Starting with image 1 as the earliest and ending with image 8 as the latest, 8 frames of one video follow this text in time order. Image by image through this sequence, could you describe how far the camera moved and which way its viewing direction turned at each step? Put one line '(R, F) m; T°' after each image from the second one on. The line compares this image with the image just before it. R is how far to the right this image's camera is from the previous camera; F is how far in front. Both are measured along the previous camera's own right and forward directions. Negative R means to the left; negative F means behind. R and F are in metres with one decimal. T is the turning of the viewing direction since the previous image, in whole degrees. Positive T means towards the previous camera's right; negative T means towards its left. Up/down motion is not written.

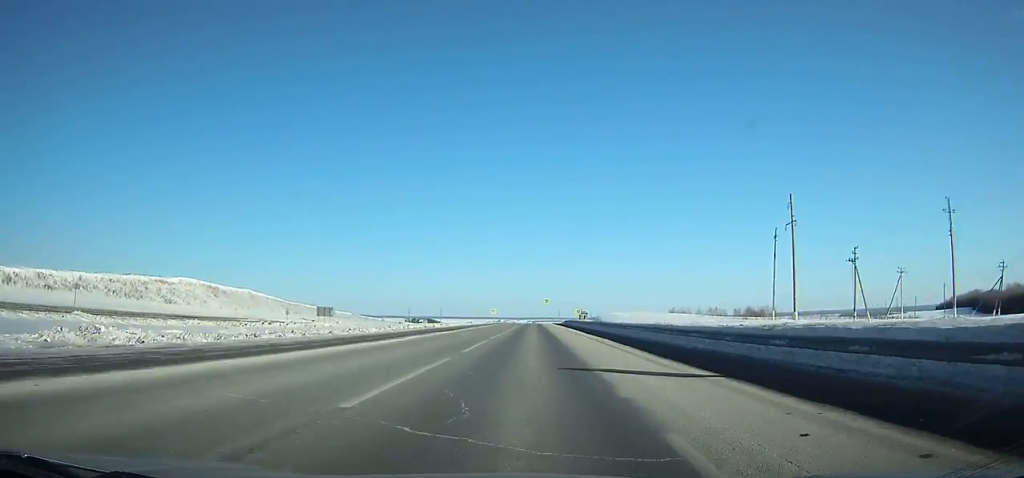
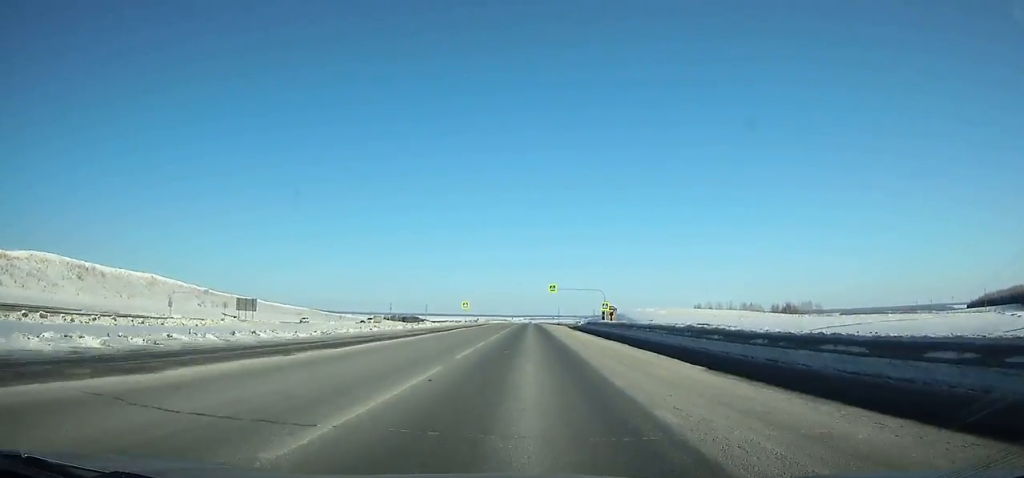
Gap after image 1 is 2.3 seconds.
(0.0, +62.9) m; 0°
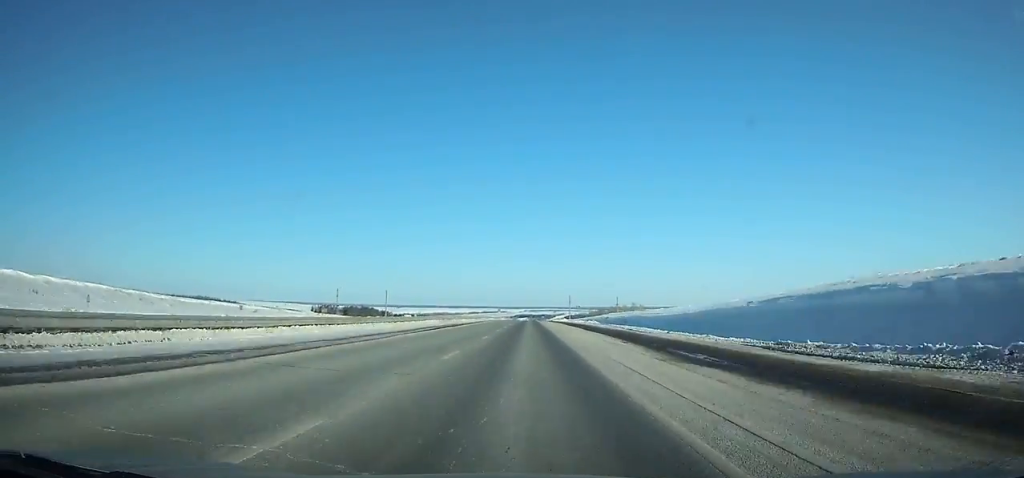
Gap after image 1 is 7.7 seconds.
(-0.2, +150.0) m; 0°
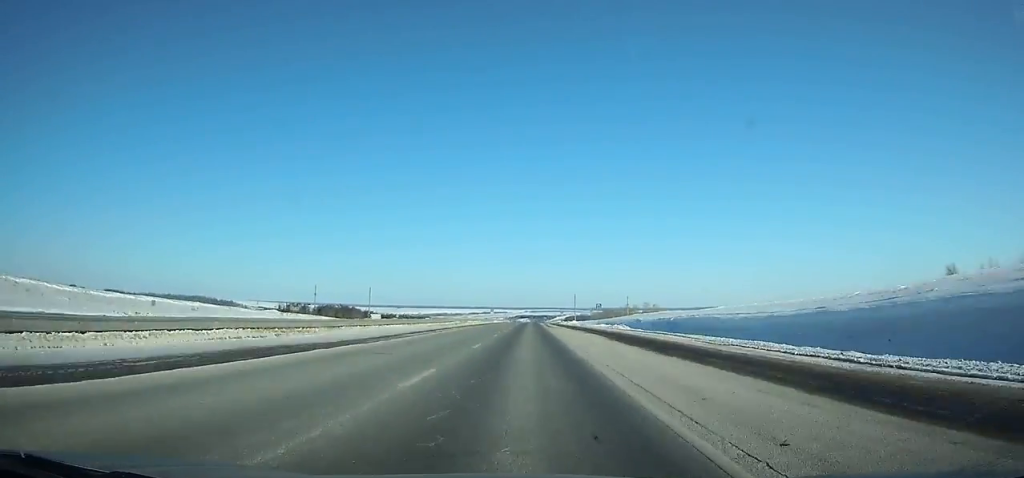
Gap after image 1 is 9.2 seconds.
(-0.1, +41.8) m; 0°
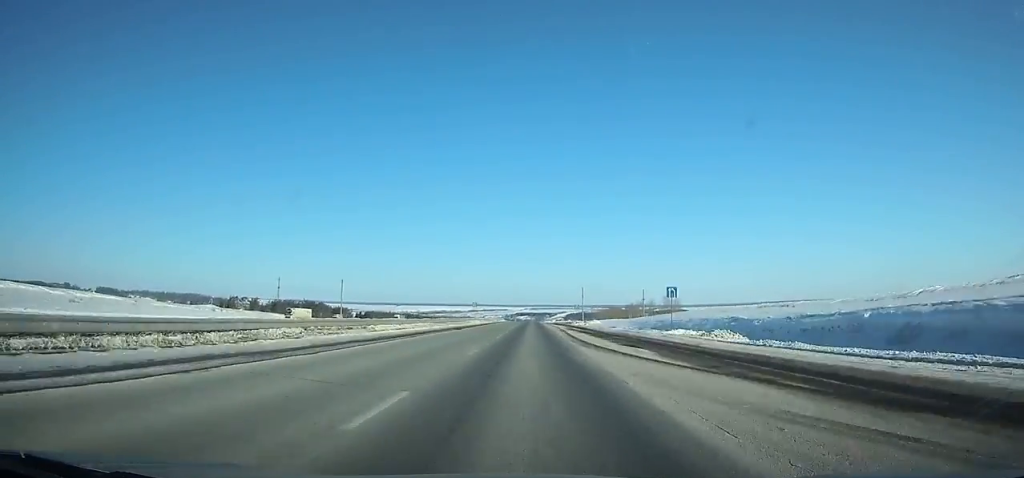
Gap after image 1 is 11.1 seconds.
(0.0, +50.3) m; 0°
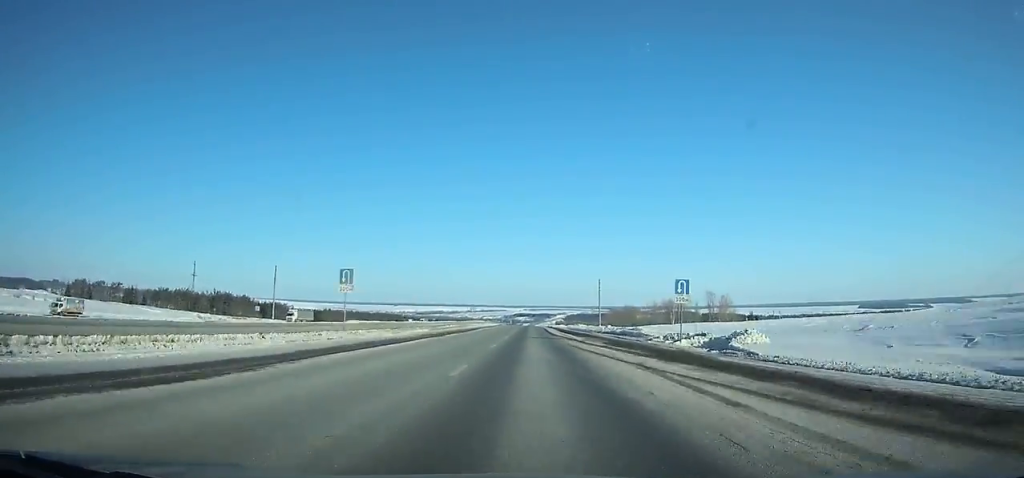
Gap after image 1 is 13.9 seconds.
(0.0, +74.2) m; 0°
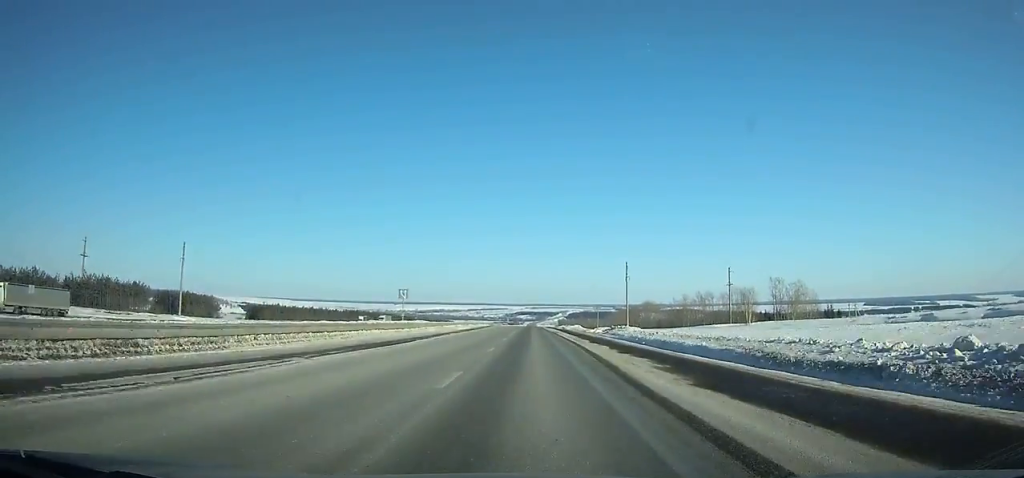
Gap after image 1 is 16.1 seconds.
(0.0, +59.2) m; 0°
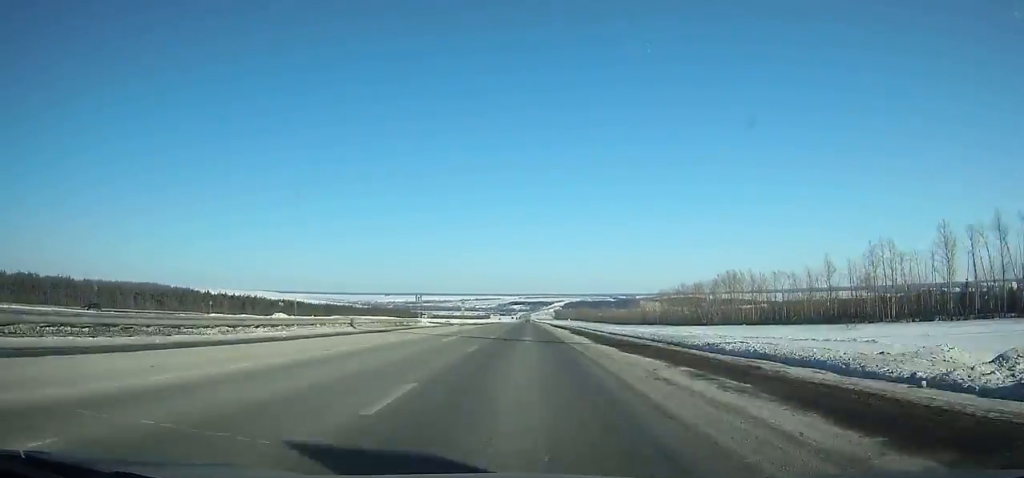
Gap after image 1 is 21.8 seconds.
(+0.5, +159.5) m; 0°
